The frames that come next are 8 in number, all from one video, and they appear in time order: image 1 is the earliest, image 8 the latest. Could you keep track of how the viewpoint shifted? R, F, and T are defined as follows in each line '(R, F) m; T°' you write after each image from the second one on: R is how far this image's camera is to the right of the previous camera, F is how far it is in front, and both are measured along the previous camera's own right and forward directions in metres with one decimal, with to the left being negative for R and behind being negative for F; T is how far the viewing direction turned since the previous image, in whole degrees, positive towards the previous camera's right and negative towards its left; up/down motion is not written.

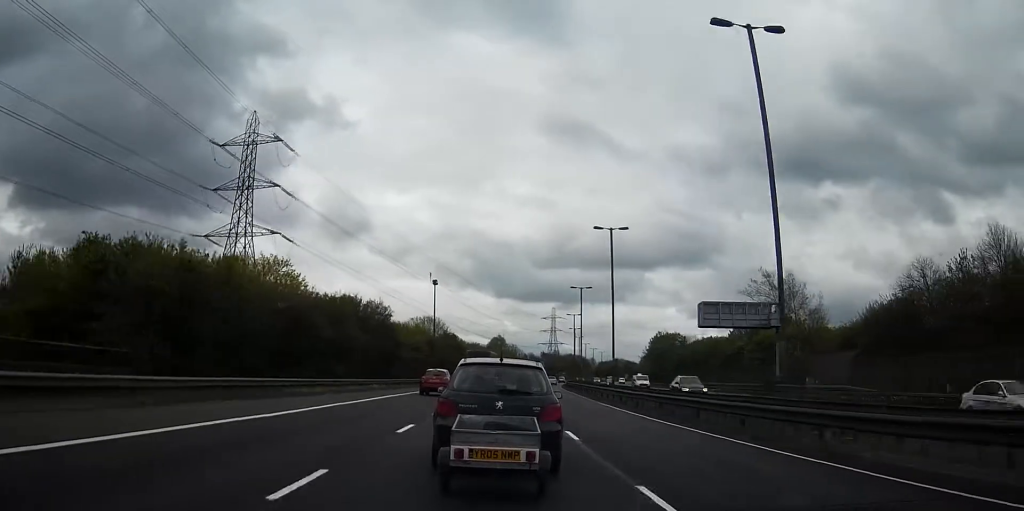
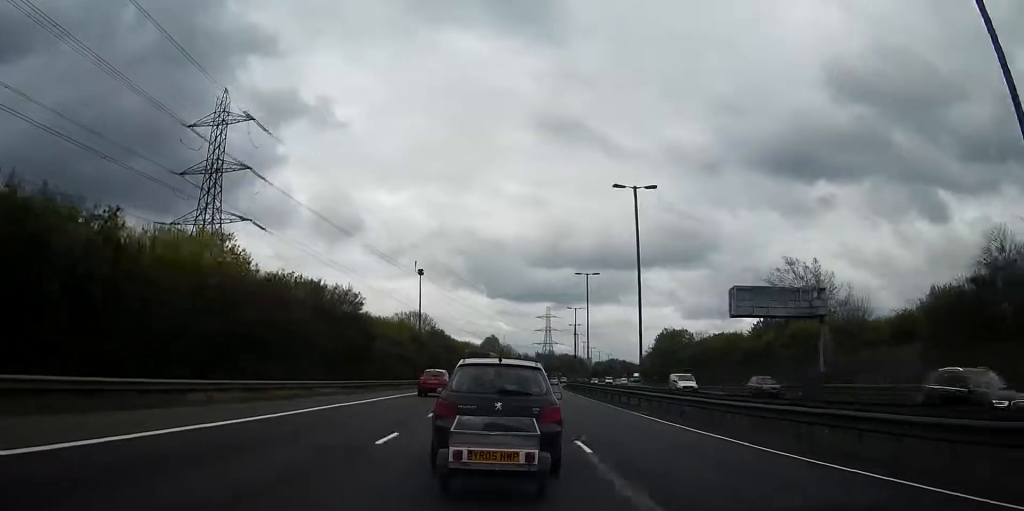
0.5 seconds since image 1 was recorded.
(0.0, +11.8) m; +1°
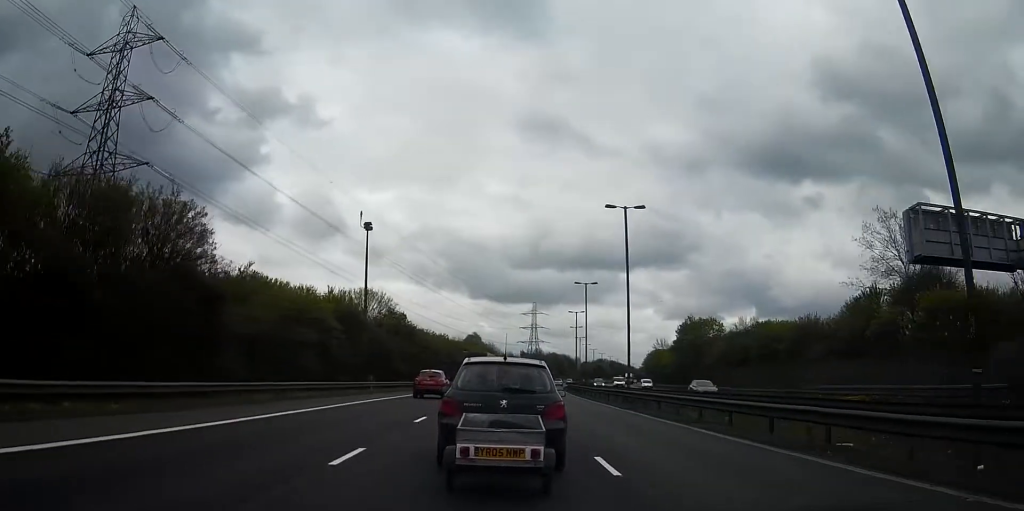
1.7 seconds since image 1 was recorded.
(+0.3, +30.3) m; +1°
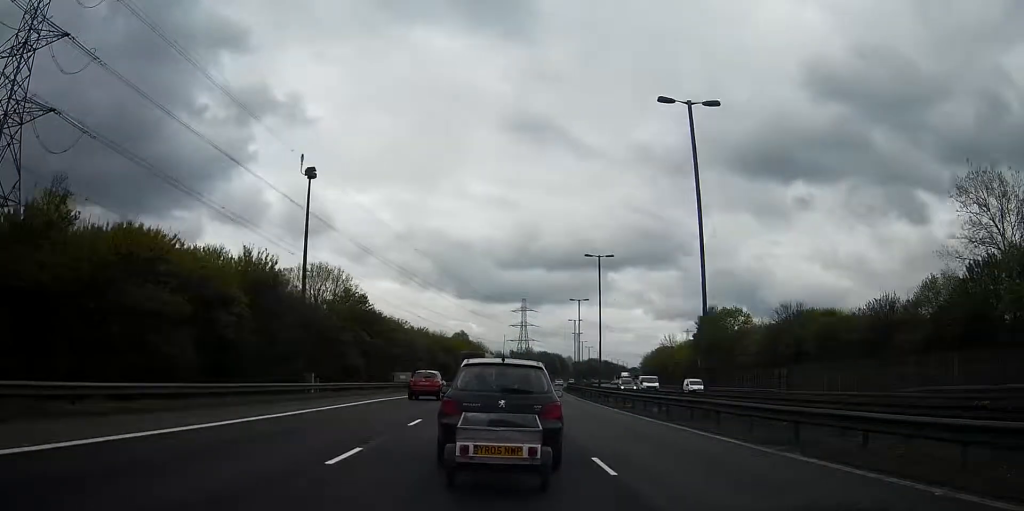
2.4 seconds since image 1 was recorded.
(+0.1, +18.5) m; +1°
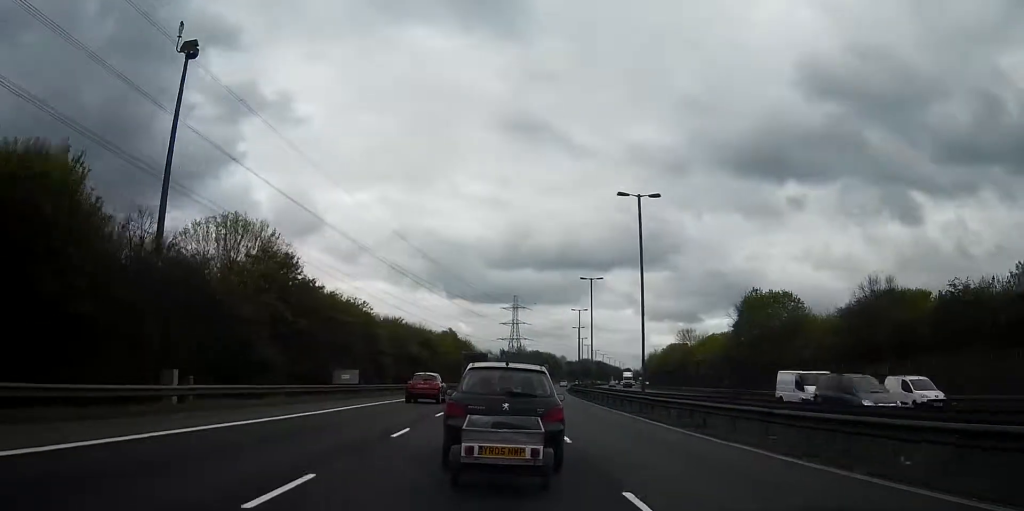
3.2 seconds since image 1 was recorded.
(+0.2, +21.3) m; +1°
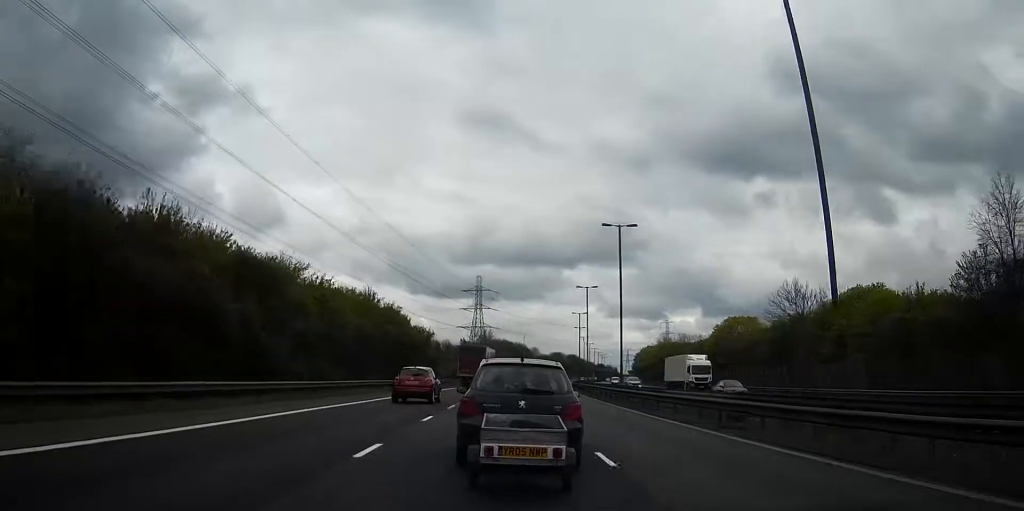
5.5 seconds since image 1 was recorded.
(+1.4, +59.8) m; +3°
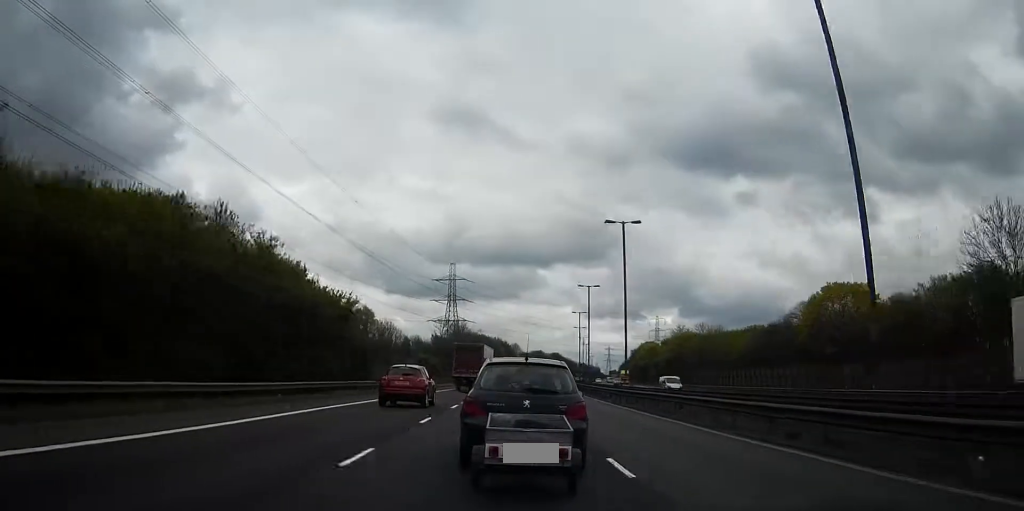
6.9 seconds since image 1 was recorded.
(+0.8, +37.4) m; +2°
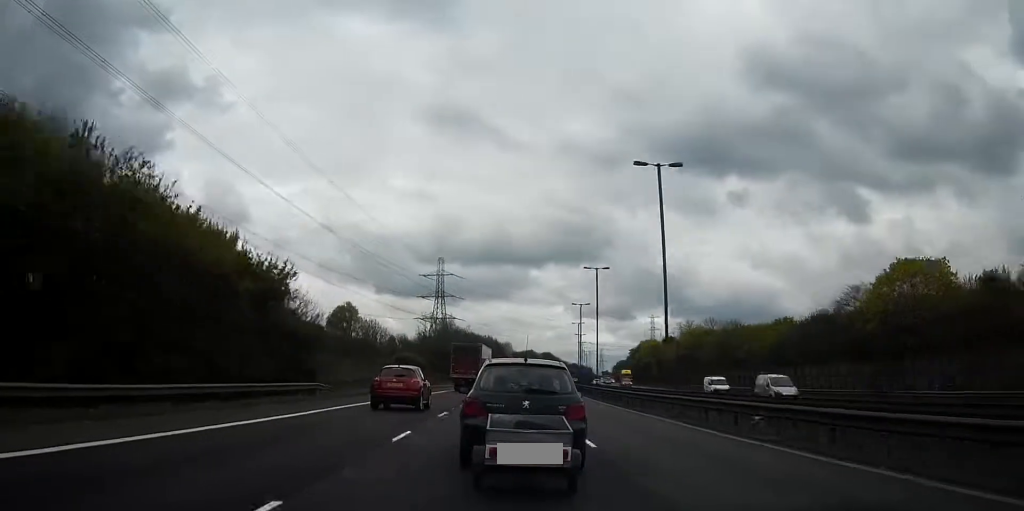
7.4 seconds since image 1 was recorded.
(+0.1, +14.2) m; 0°
